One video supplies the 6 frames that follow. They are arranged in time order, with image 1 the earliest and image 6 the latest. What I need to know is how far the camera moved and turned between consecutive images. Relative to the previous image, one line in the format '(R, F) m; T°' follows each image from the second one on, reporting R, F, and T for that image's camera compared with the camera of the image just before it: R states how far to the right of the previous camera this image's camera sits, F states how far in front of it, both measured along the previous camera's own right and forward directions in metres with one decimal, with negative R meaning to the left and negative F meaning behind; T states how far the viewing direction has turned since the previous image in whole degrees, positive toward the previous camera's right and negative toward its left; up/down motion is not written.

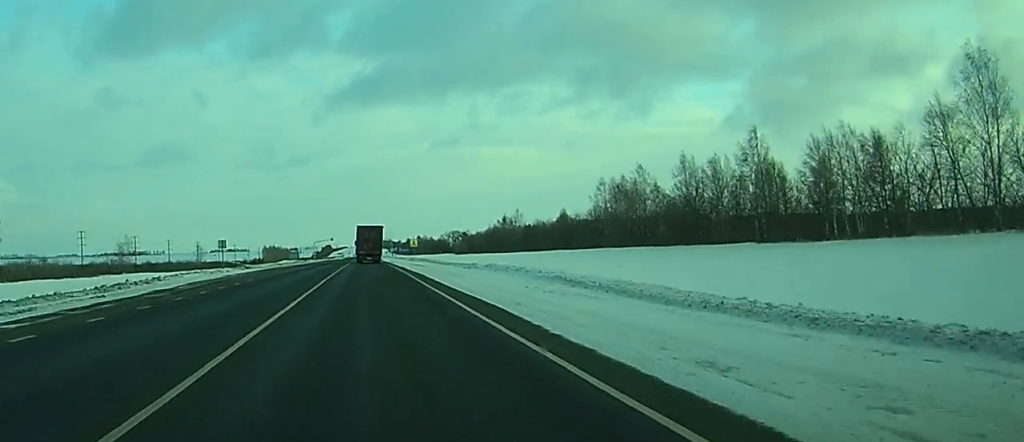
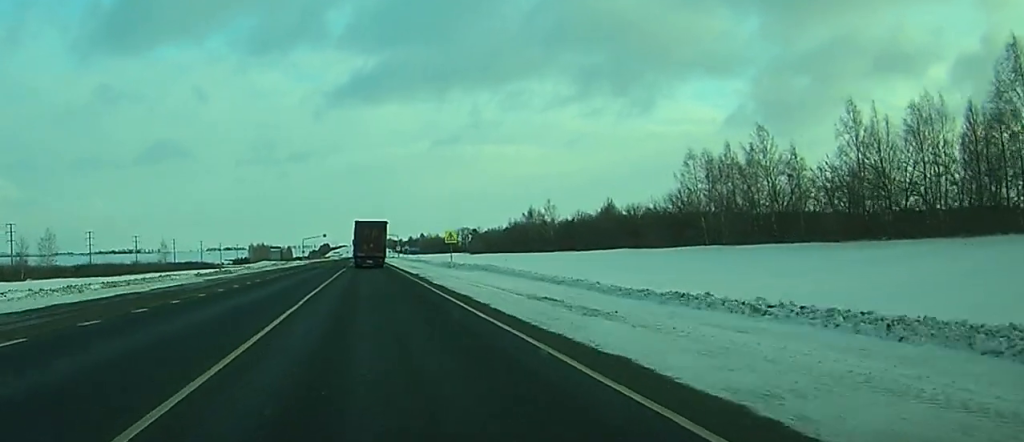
(-0.1, +54.2) m; 0°
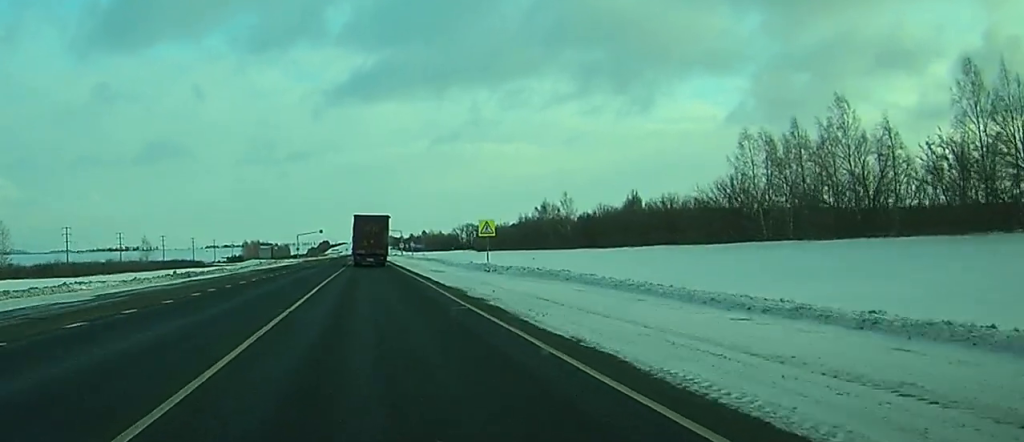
(0.0, +21.6) m; 0°
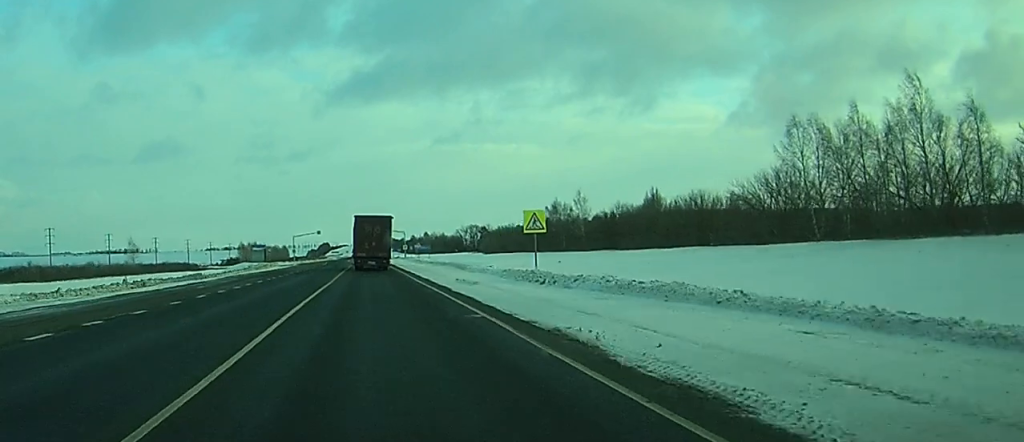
(0.0, +14.4) m; 0°
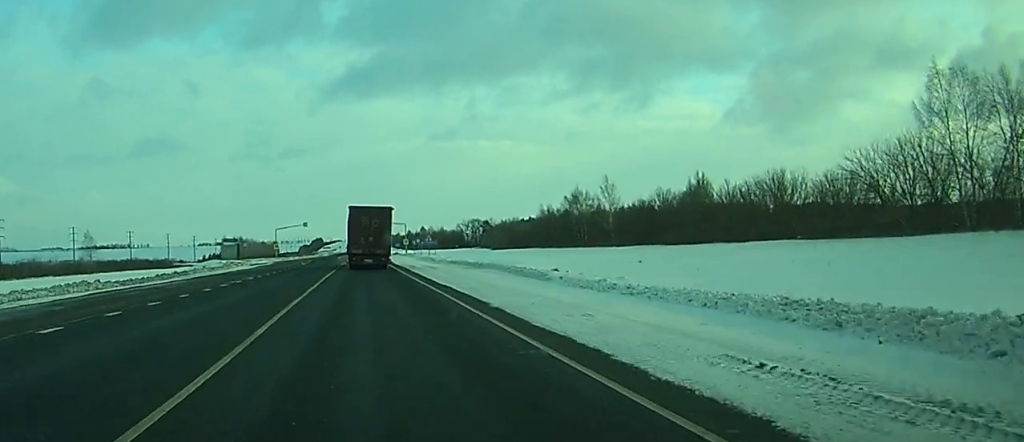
(0.0, +30.4) m; 0°
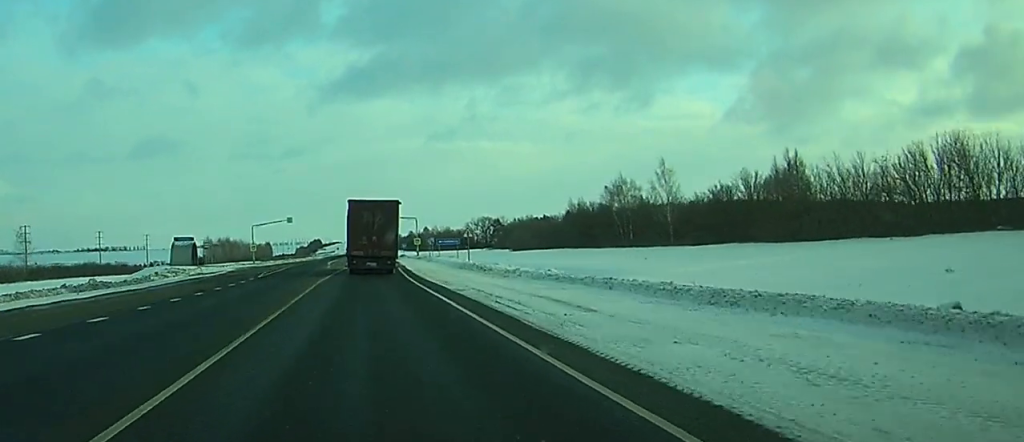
(-0.1, +37.8) m; 0°
